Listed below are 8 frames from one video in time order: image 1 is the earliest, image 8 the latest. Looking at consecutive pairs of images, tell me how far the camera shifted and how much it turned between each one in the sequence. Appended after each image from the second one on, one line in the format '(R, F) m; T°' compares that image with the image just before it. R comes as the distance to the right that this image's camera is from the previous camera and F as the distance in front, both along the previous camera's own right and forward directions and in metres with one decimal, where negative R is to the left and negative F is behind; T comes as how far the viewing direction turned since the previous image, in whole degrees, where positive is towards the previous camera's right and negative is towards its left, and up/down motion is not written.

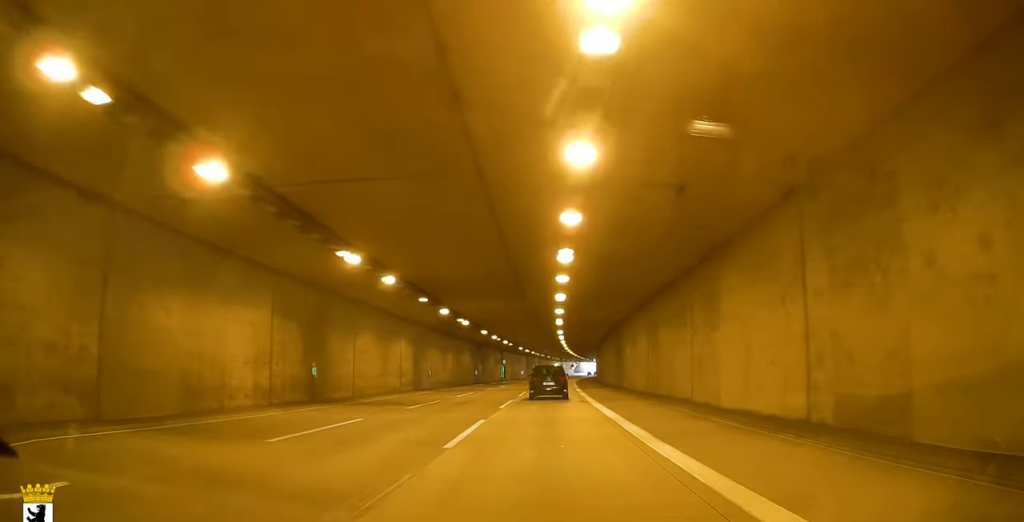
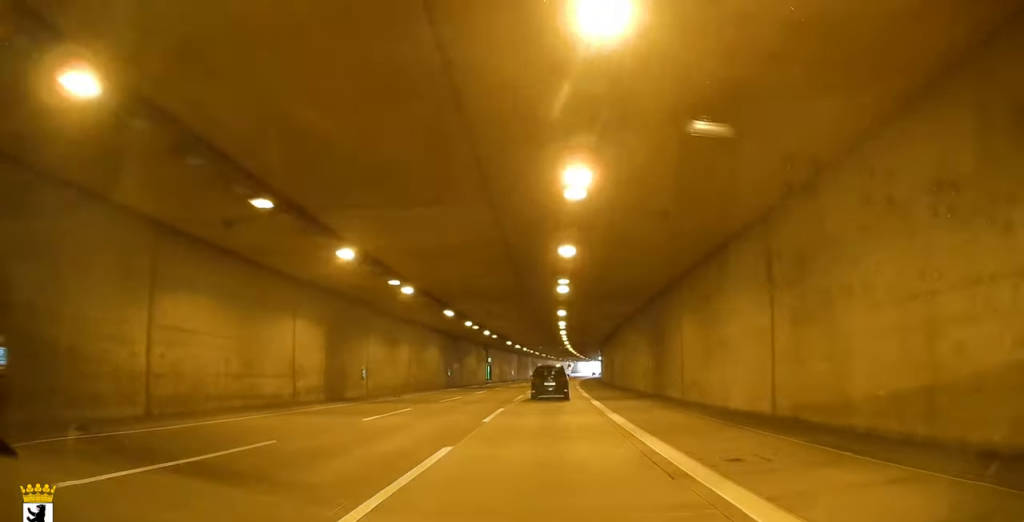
(0.0, +18.3) m; 0°
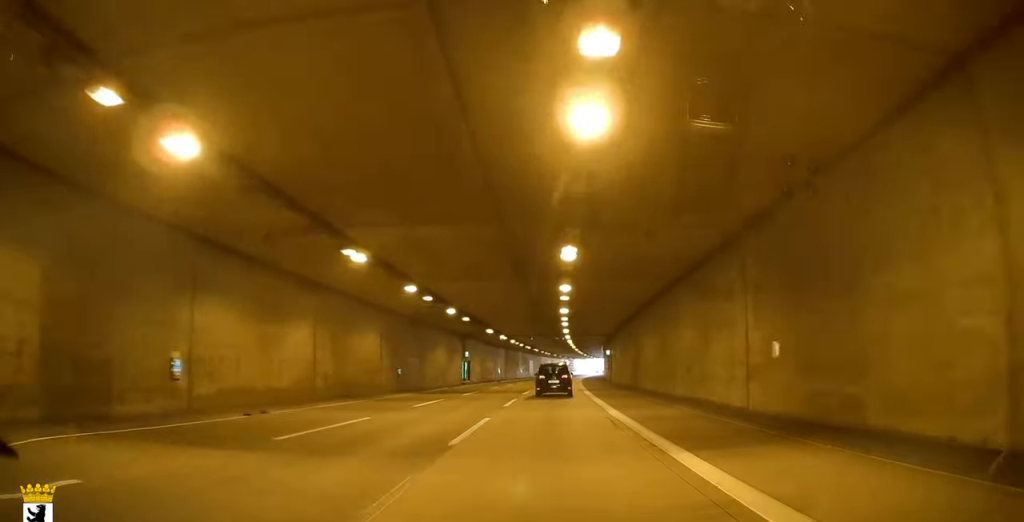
(0.0, +18.3) m; 0°
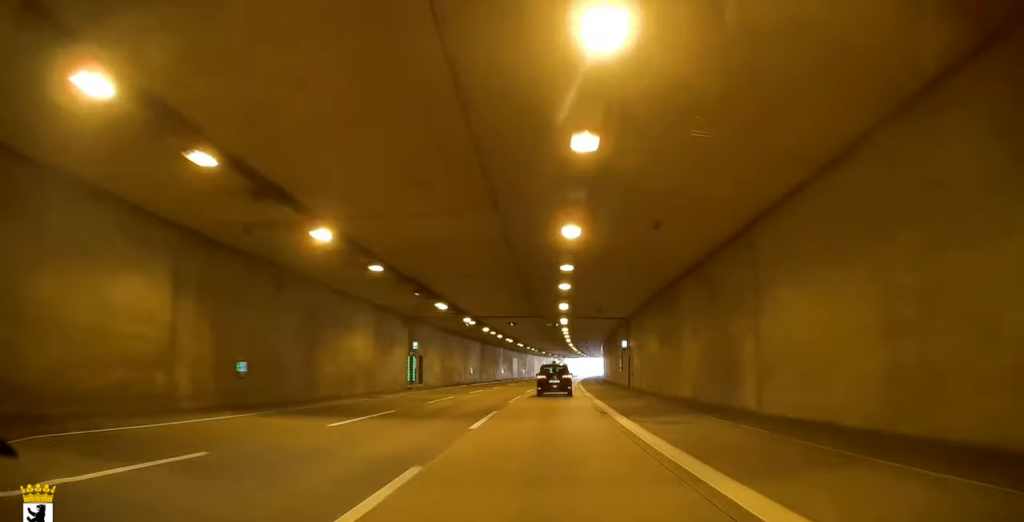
(0.0, +21.7) m; 0°
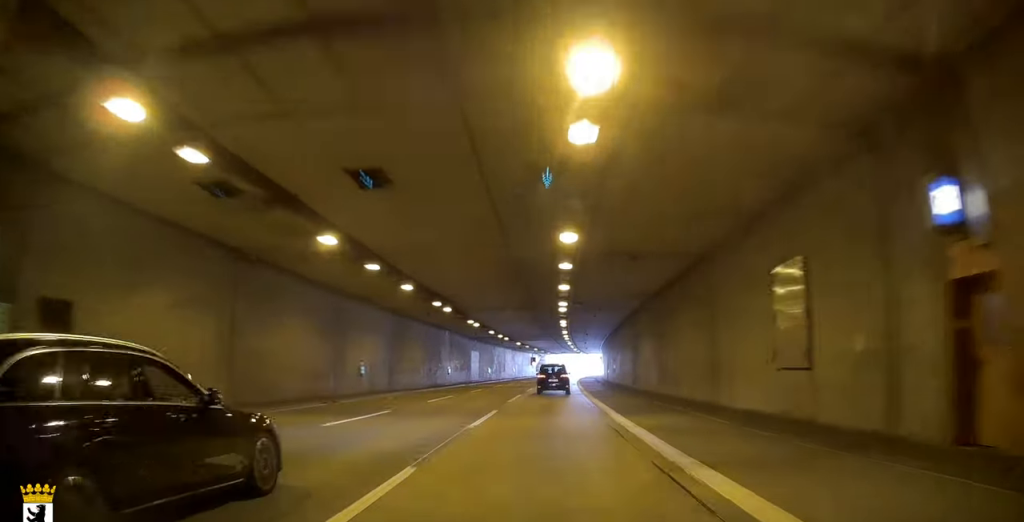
(+0.4, +40.0) m; 0°
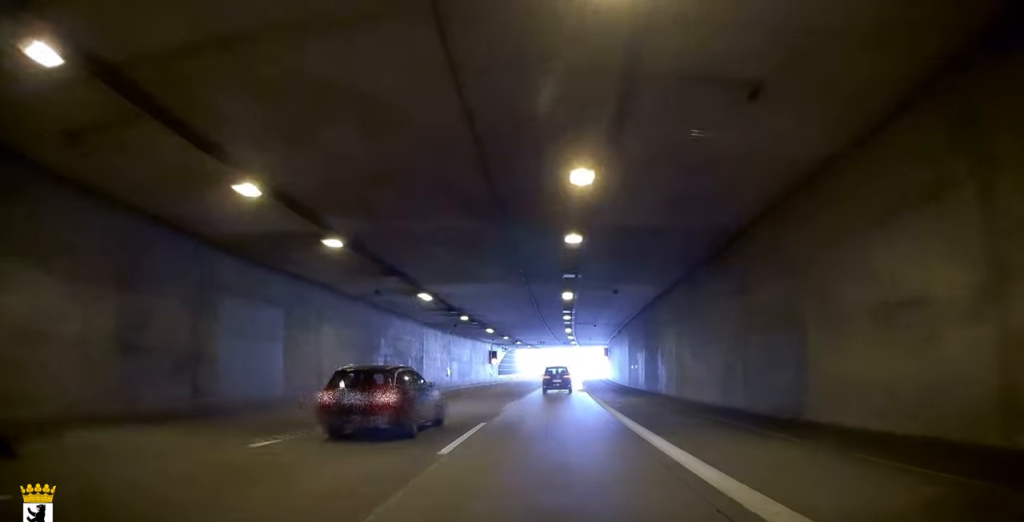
(-0.1, +62.5) m; 0°
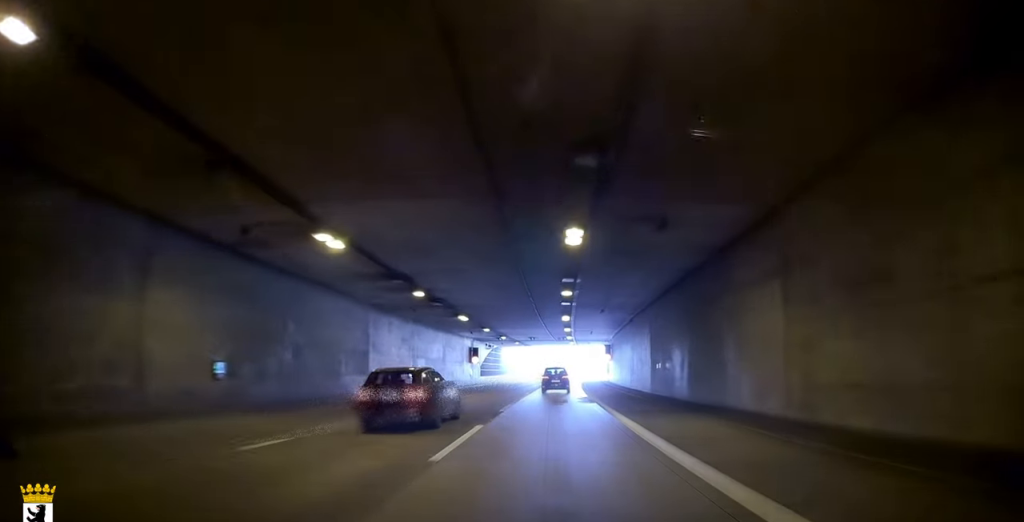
(+0.1, +15.6) m; 0°
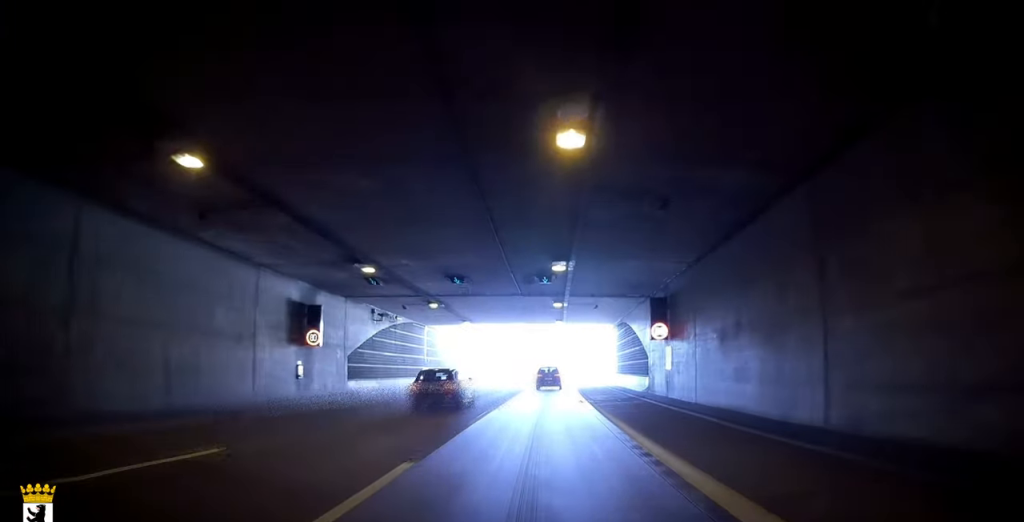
(-0.1, +45.4) m; +6°
